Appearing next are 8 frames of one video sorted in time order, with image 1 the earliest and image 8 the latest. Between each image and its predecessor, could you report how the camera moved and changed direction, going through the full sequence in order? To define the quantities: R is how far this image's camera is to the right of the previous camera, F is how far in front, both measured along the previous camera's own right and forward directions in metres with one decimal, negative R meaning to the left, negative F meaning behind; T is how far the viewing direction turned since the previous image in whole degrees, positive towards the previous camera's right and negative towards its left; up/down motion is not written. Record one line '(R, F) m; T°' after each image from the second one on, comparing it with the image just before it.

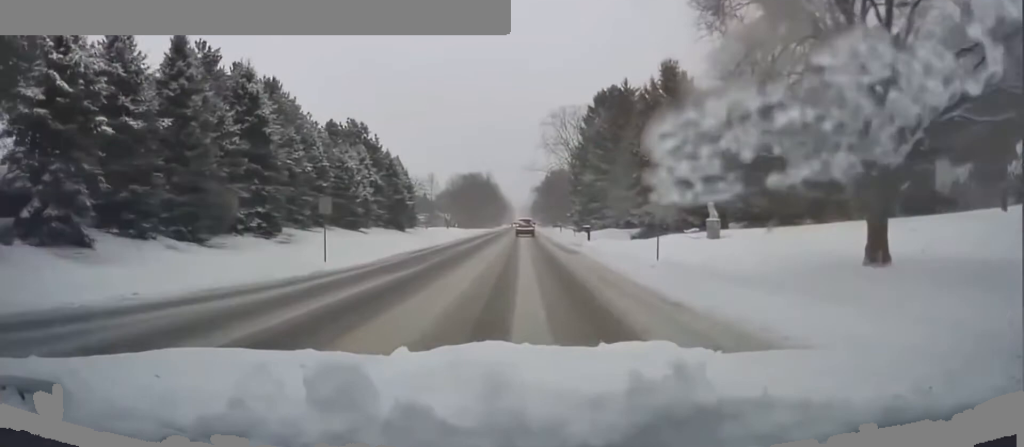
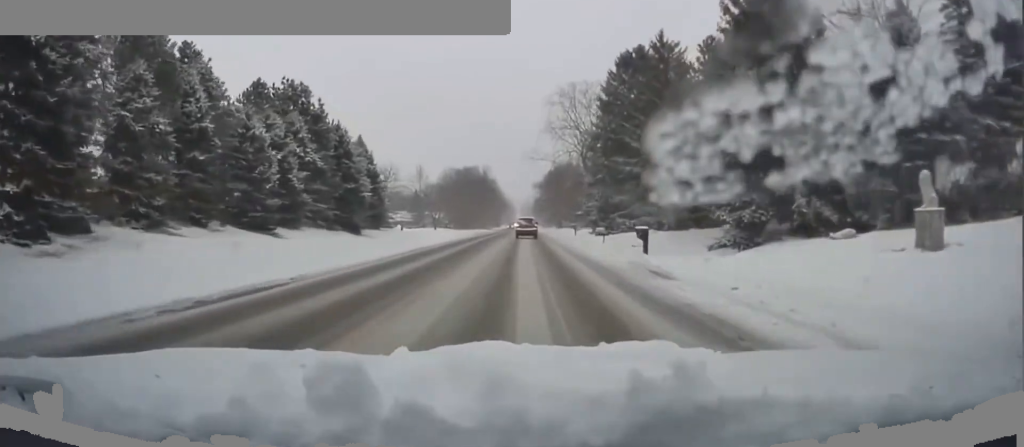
(0.0, +22.0) m; 0°
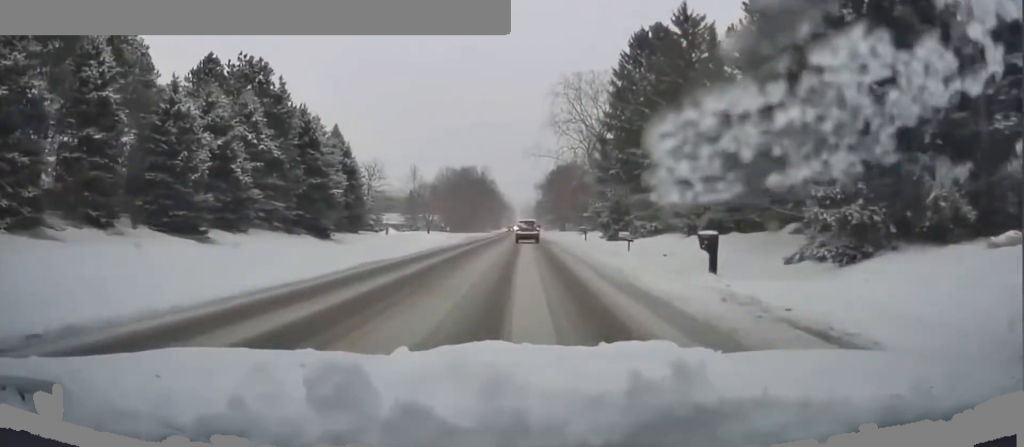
(0.0, +9.5) m; 0°
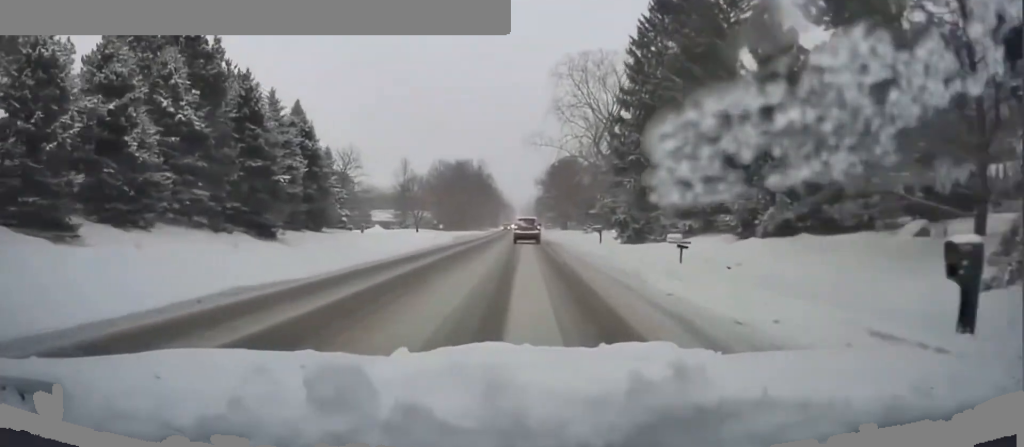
(0.0, +10.3) m; 0°
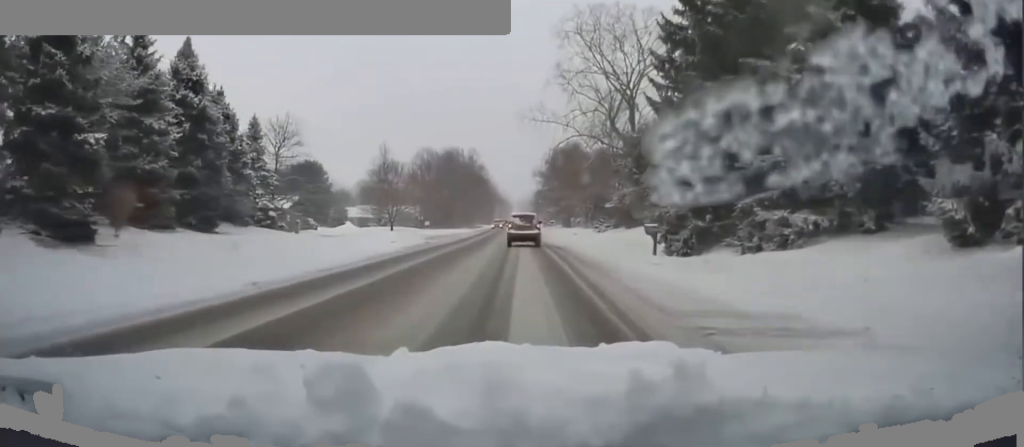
(+0.1, +20.3) m; 0°
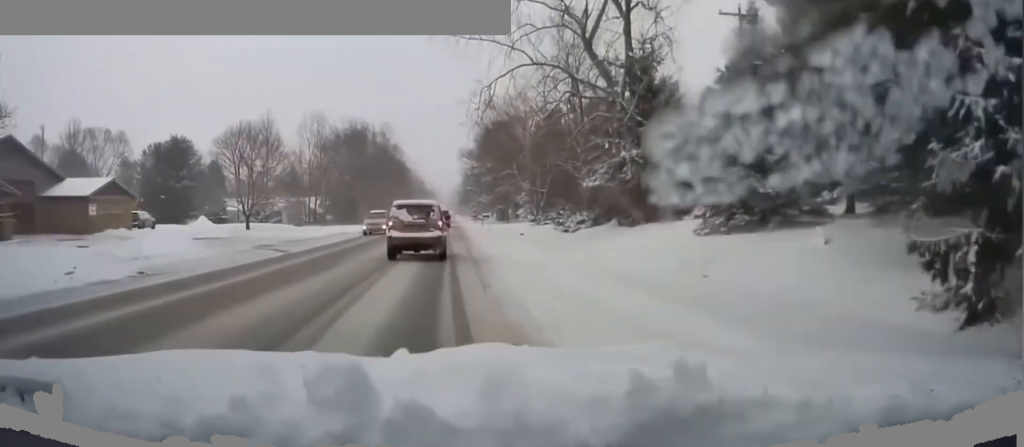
(+0.1, +36.9) m; 0°
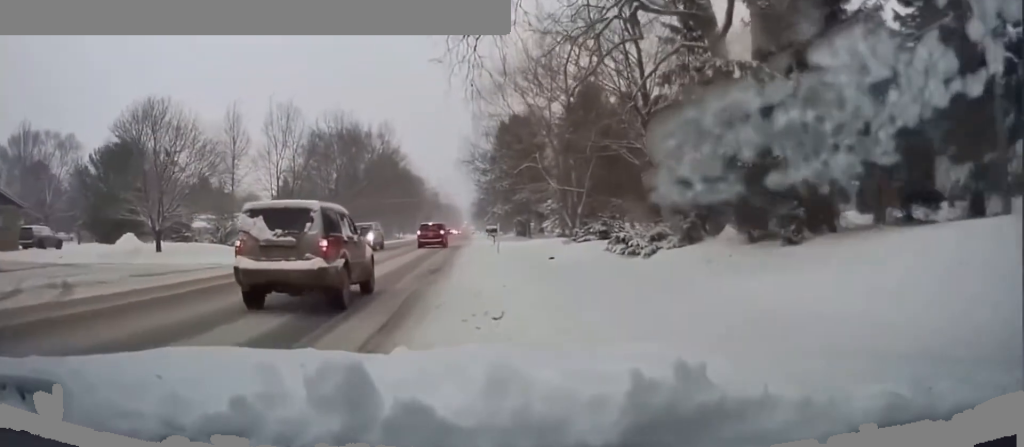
(0.0, +26.5) m; +1°
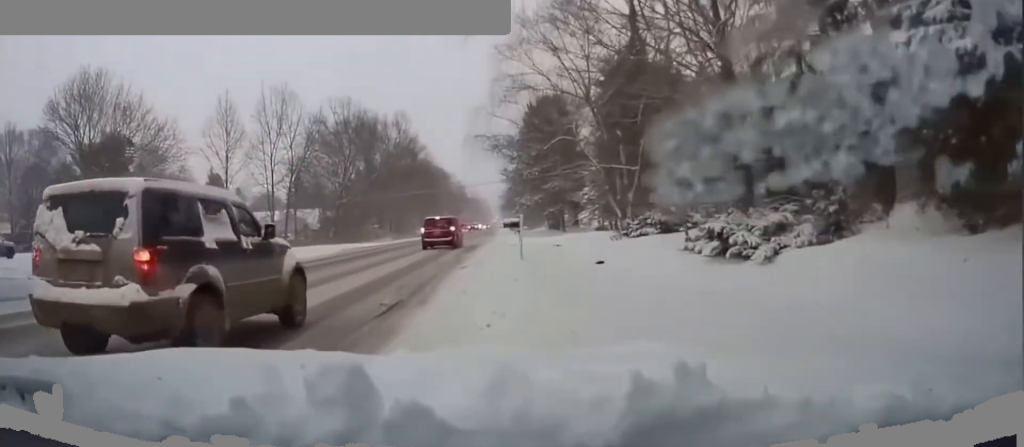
(0.0, +13.0) m; +7°
